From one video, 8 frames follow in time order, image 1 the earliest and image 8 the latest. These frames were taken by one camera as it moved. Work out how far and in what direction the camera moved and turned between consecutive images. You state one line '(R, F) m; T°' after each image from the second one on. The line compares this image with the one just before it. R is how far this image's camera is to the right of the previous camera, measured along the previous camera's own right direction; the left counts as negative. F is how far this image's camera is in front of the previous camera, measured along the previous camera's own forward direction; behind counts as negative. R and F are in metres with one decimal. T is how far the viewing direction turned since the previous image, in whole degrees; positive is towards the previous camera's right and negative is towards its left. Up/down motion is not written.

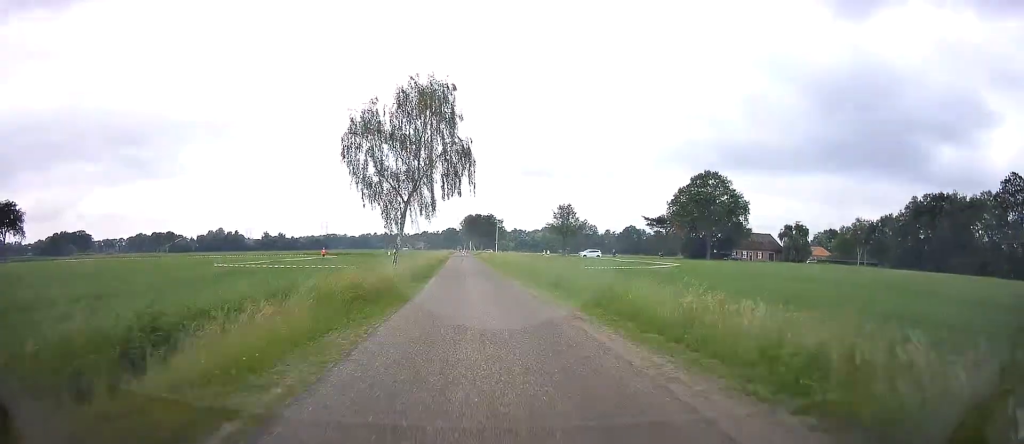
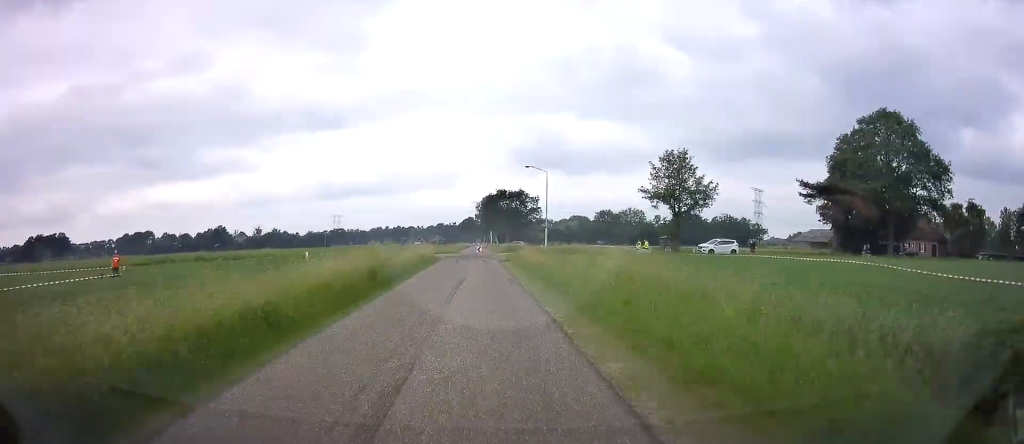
(-1.3, +48.6) m; -3°
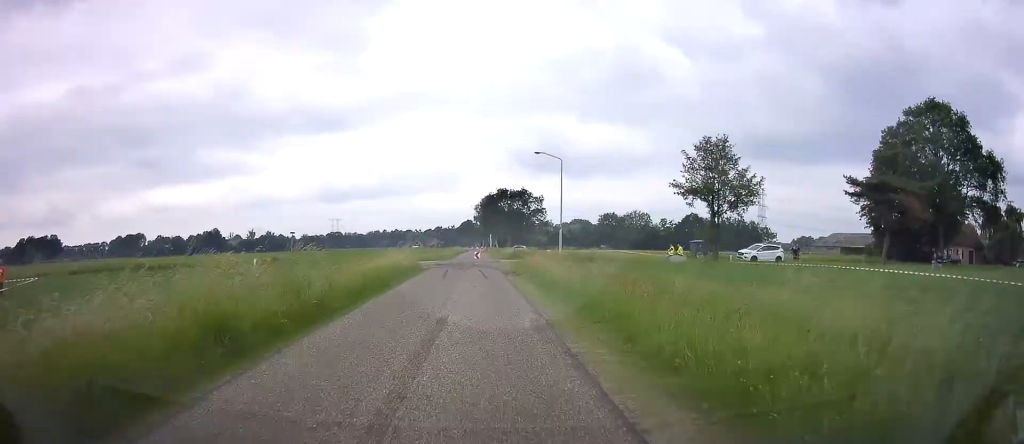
(+0.3, +7.8) m; -2°
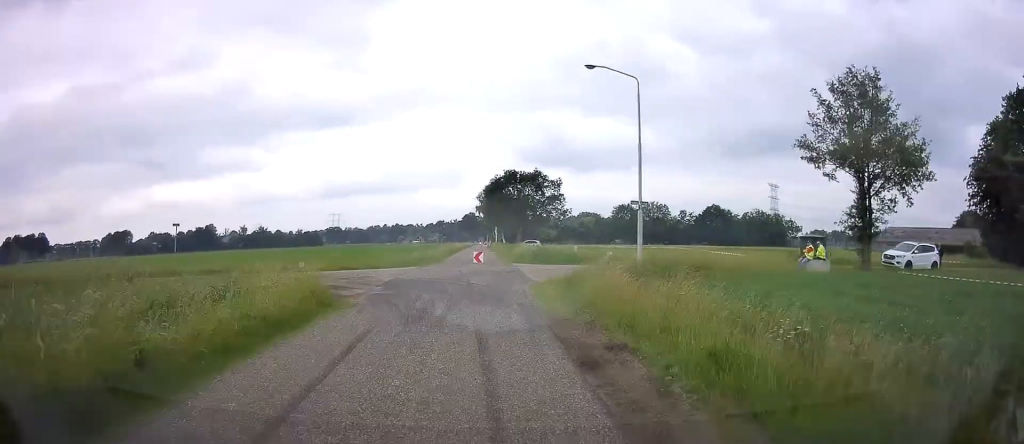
(-0.9, +15.9) m; -18°
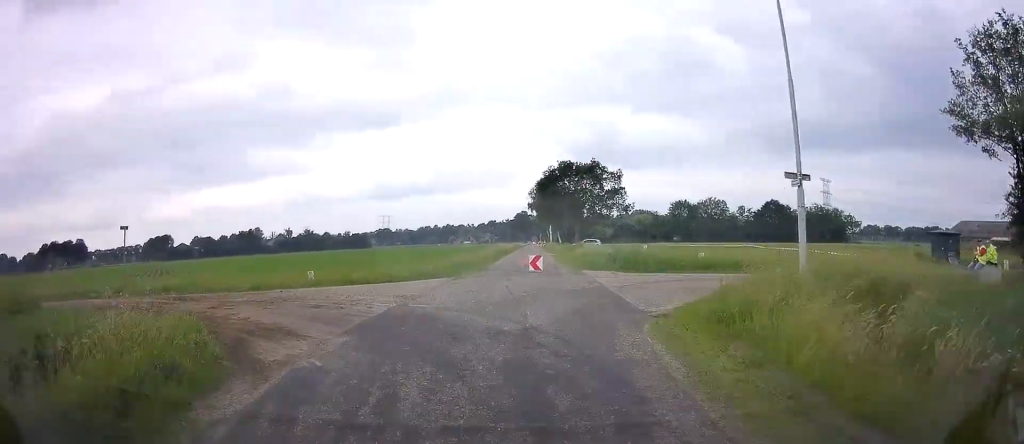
(-1.2, +7.3) m; -21°
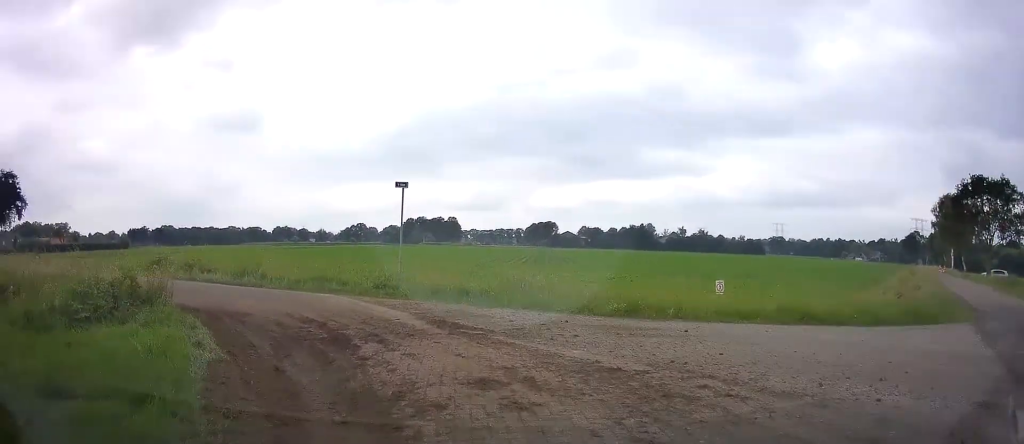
(-3.2, +9.5) m; -32°
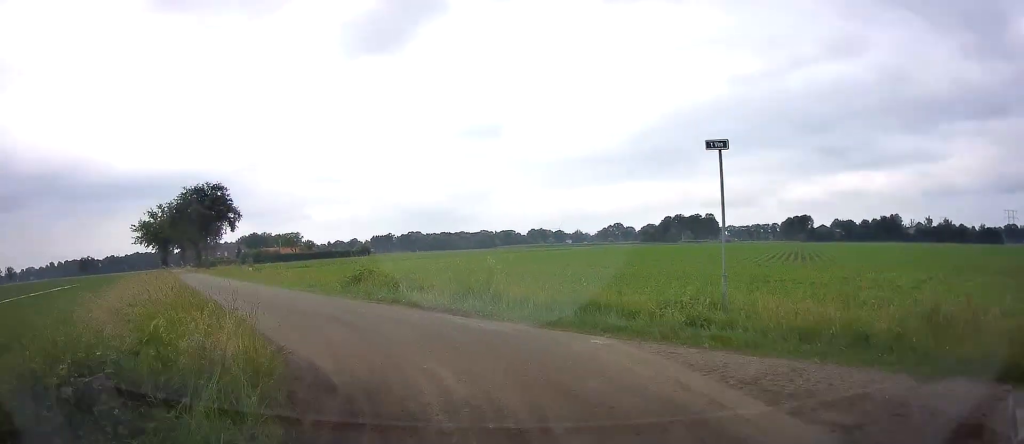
(-0.7, +5.7) m; -14°
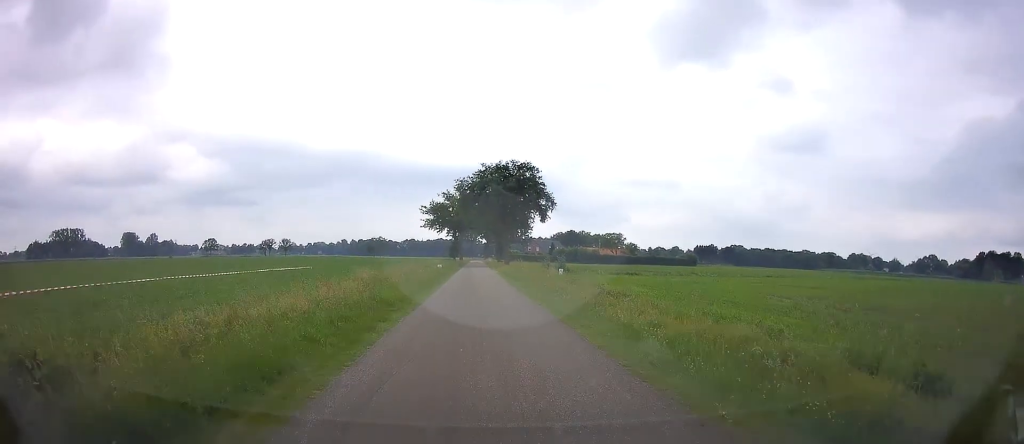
(-2.8, +20.6) m; -9°
